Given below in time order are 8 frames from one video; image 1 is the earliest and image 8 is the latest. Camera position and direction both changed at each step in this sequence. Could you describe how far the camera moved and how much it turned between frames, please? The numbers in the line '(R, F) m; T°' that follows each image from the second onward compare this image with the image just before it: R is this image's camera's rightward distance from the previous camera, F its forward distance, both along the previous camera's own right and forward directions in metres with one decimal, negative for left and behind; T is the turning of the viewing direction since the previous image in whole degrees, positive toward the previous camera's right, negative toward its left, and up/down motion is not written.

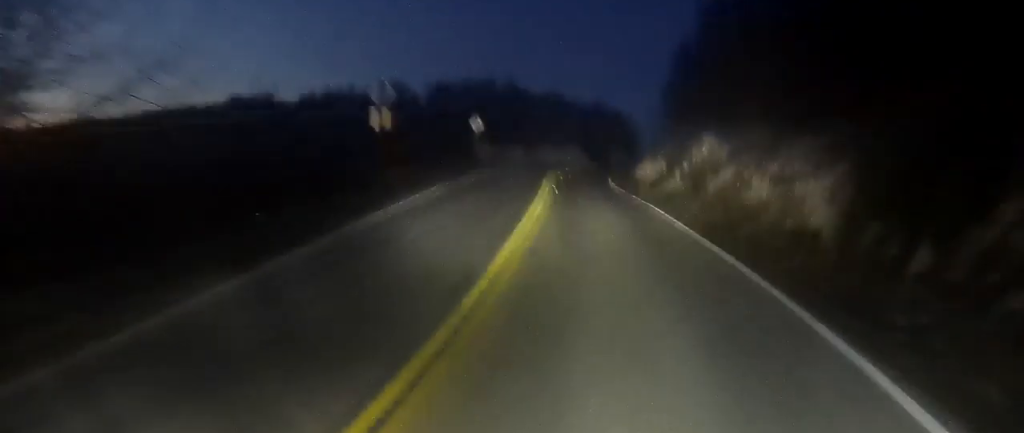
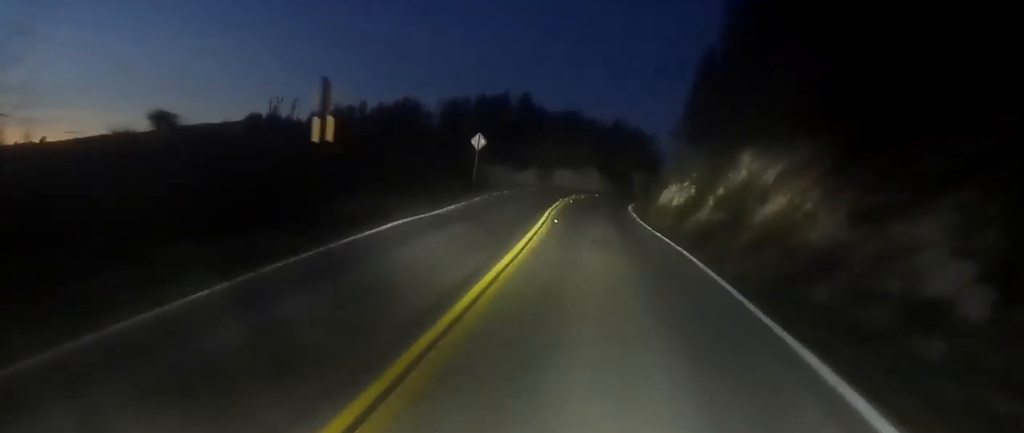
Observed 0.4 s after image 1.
(-0.1, +5.3) m; -1°
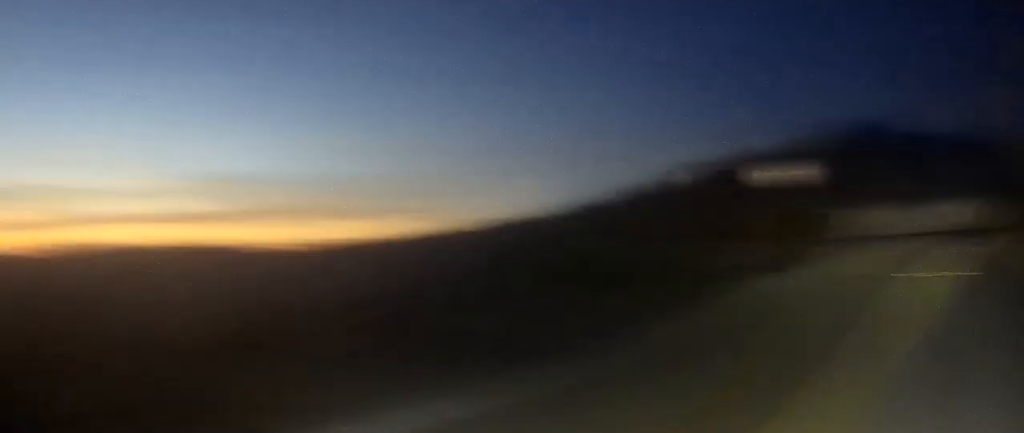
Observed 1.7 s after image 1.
(-0.4, +18.5) m; -2°
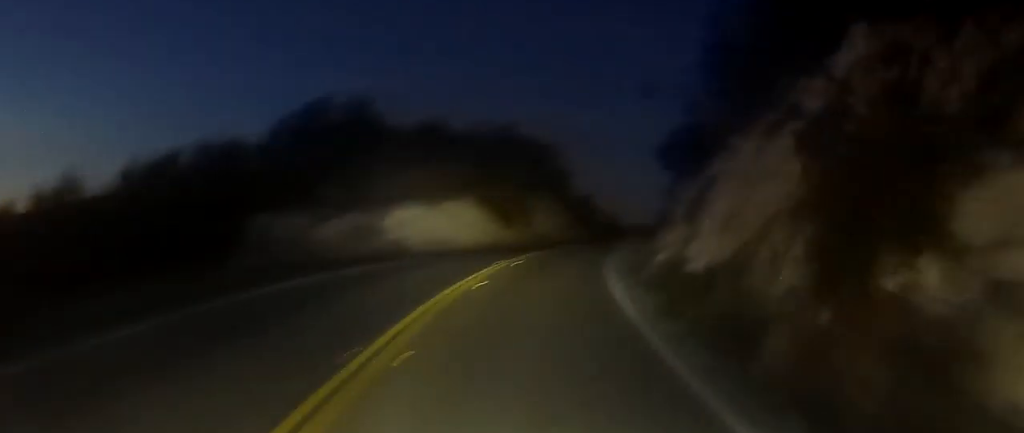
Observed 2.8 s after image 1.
(0.0, +15.7) m; +2°
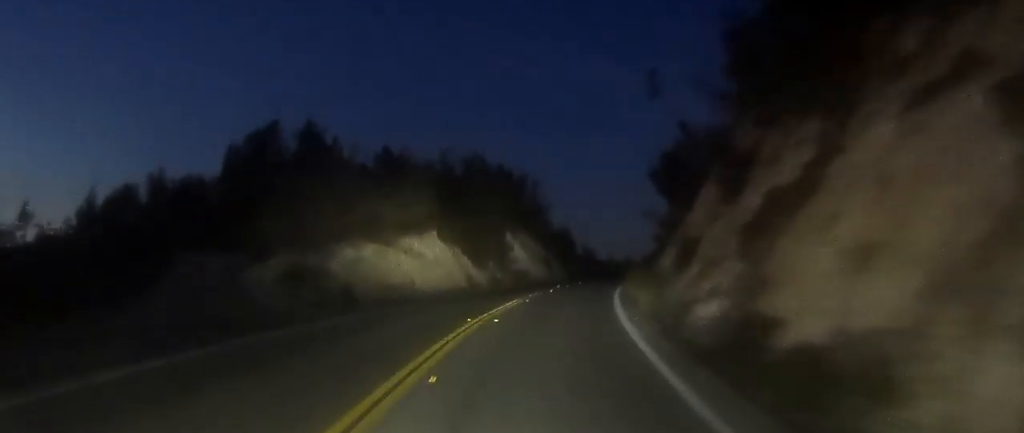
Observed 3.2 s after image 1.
(+0.1, +6.5) m; +1°
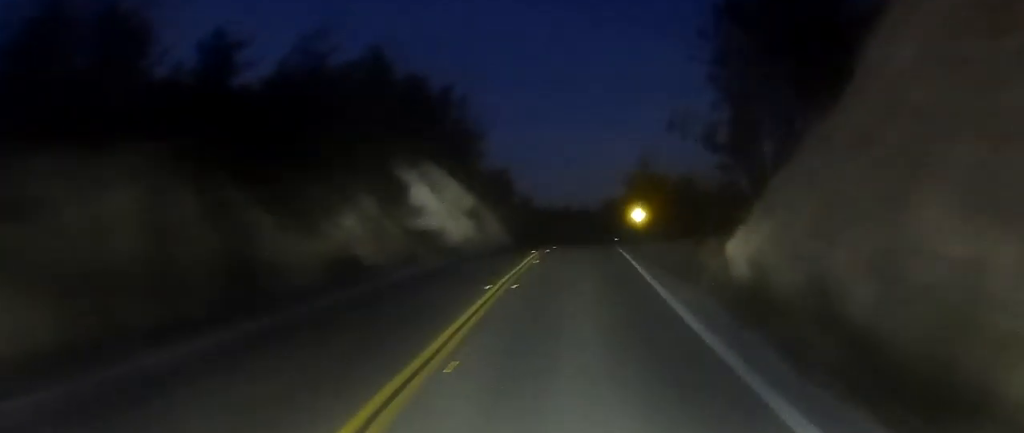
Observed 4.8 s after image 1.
(+1.2, +24.3) m; +9°
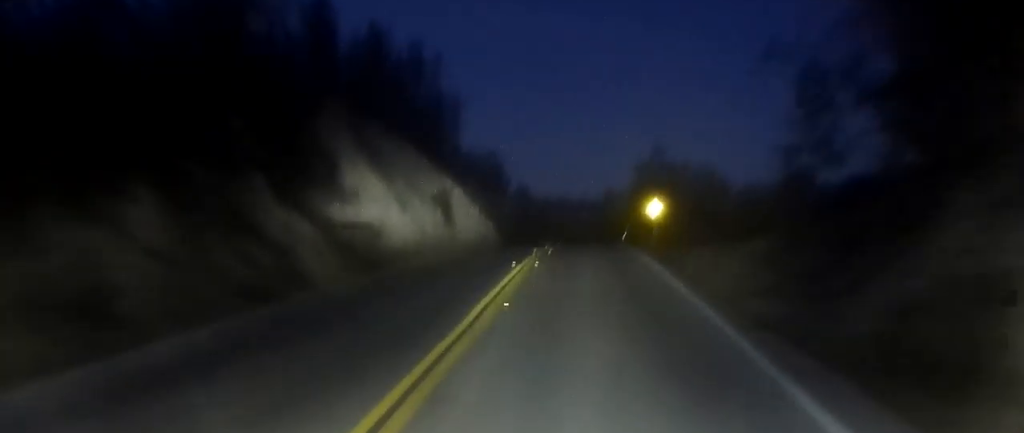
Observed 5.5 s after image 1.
(+1.0, +11.4) m; +8°
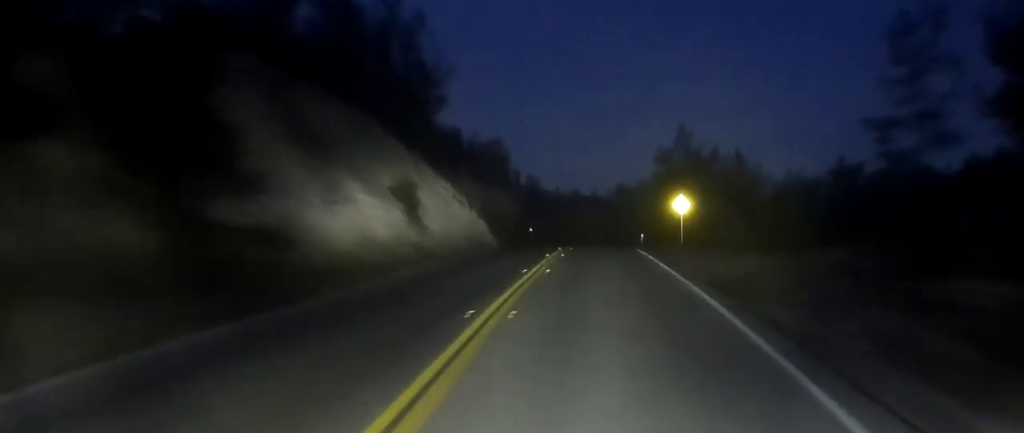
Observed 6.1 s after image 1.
(+0.3, +8.3) m; +5°
